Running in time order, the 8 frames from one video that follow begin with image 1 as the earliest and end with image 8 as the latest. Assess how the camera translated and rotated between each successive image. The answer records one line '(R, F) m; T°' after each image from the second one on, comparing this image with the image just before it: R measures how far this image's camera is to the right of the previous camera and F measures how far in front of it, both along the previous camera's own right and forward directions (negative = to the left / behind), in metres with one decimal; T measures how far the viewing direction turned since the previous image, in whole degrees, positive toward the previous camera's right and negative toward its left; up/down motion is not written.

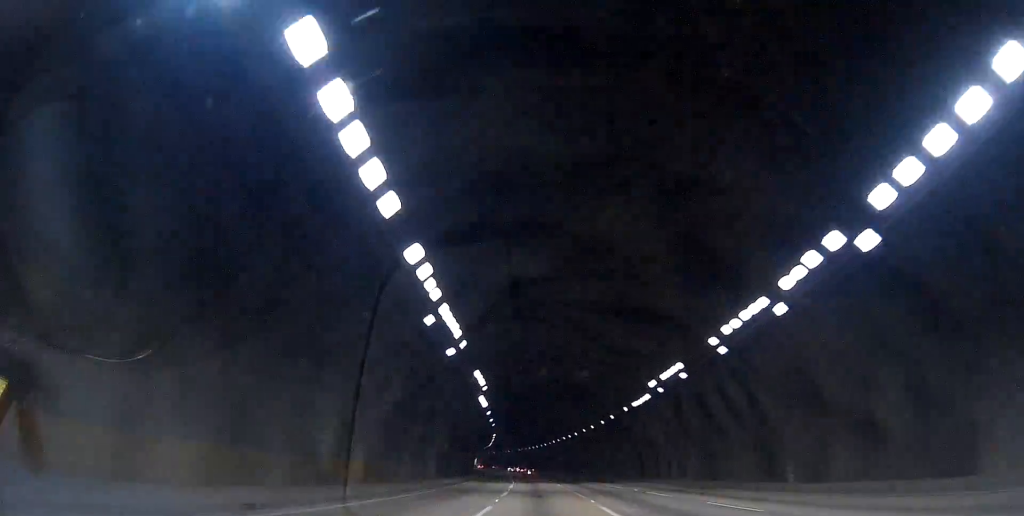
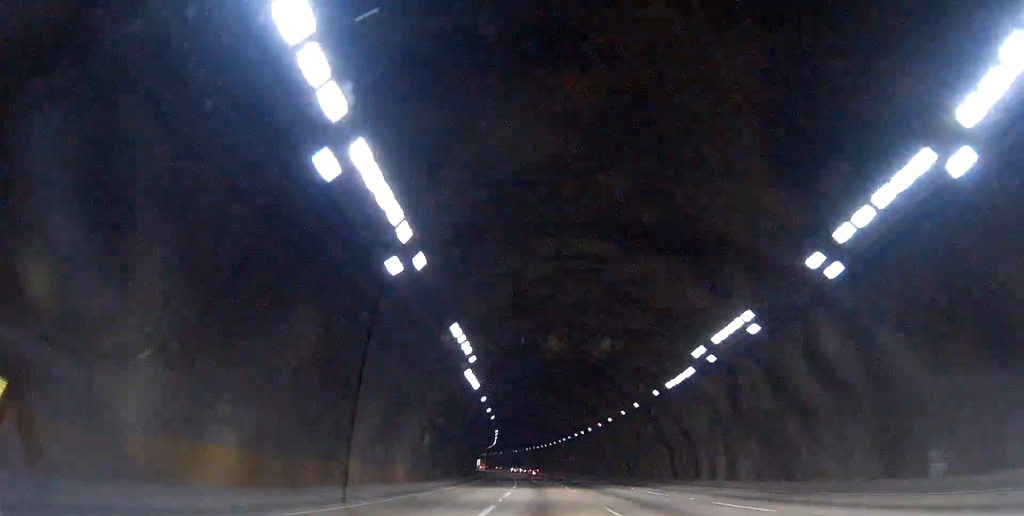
(0.0, +11.2) m; 0°
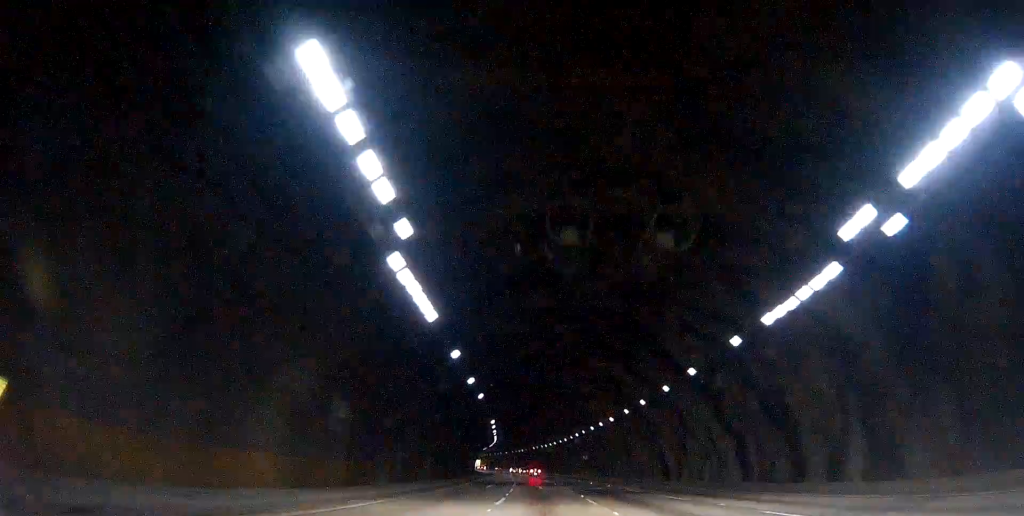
(-0.4, +16.9) m; 0°
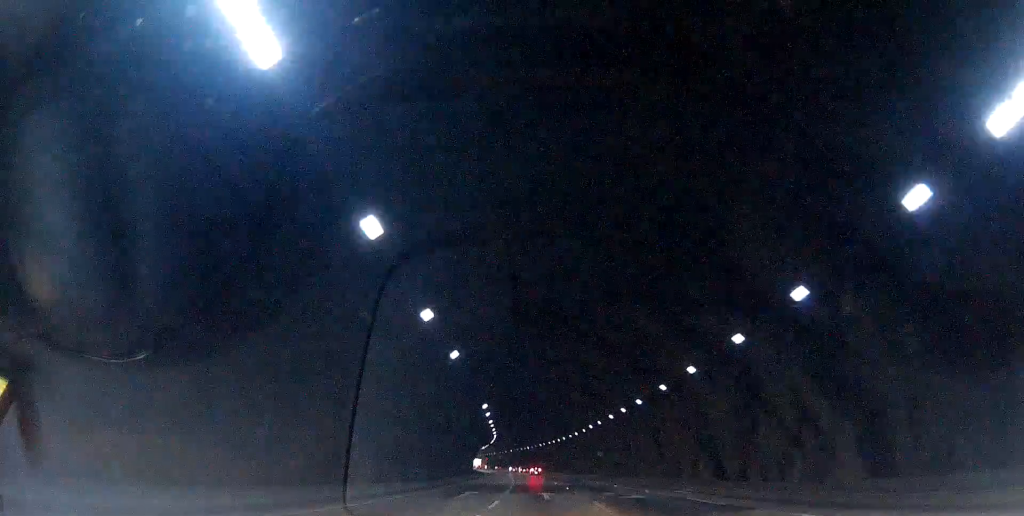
(+0.5, +14.1) m; +1°
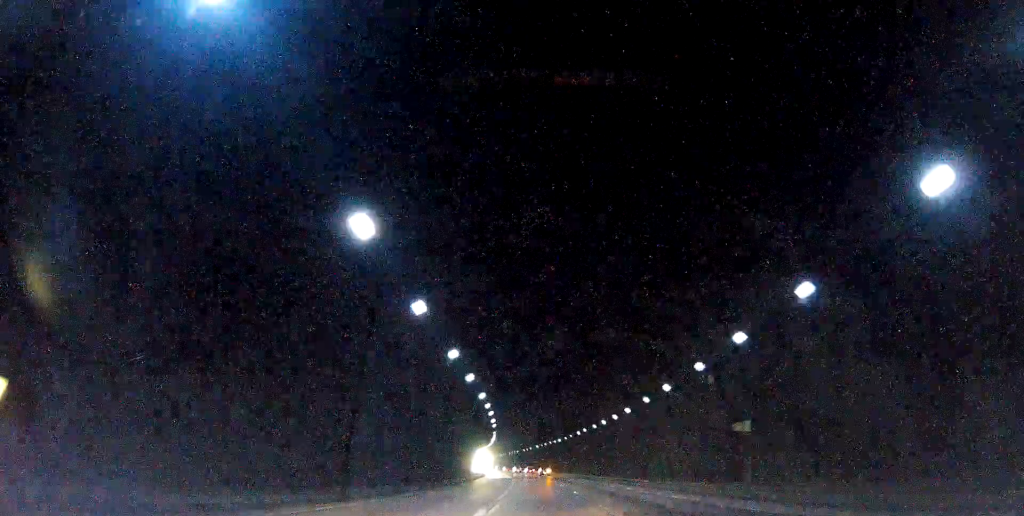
(-0.2, +49.0) m; -1°
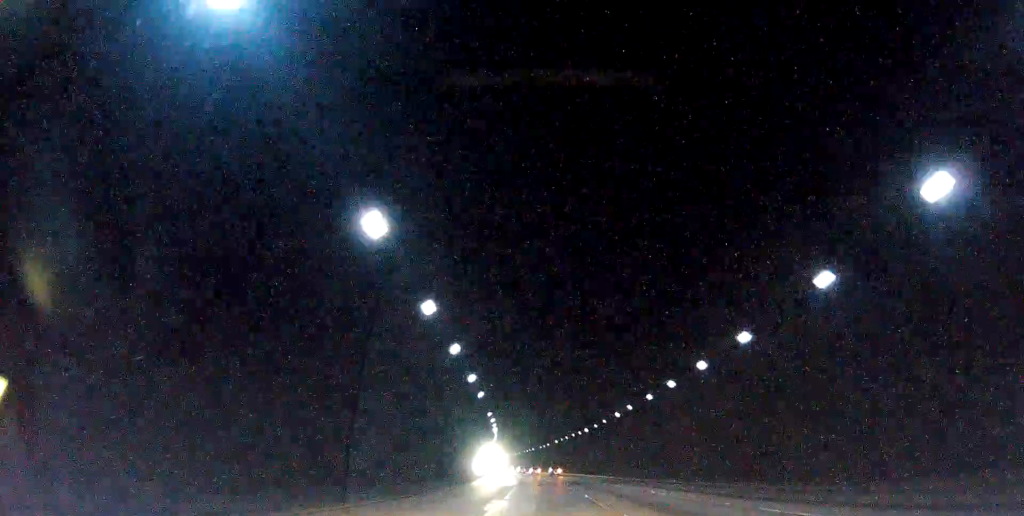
(0.0, +27.2) m; +1°
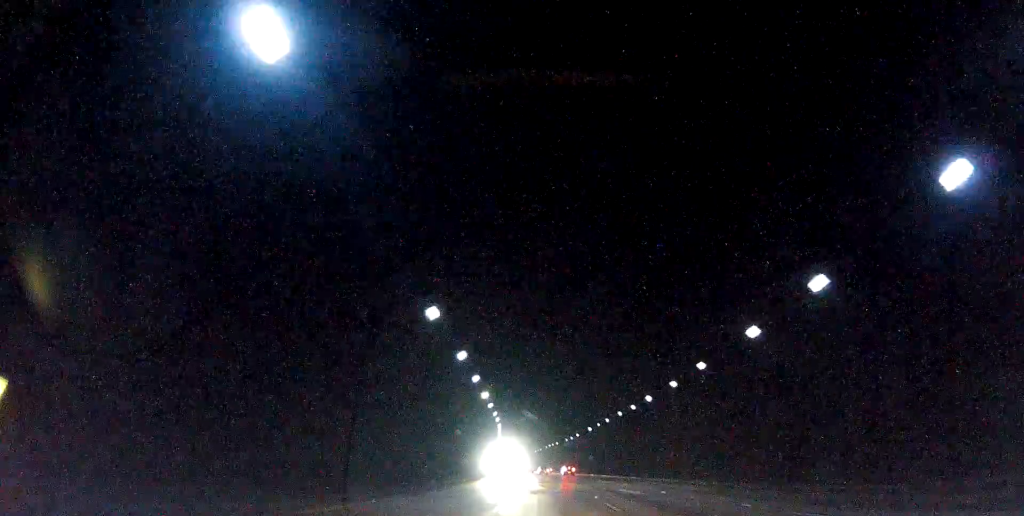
(+0.7, +32.2) m; +1°
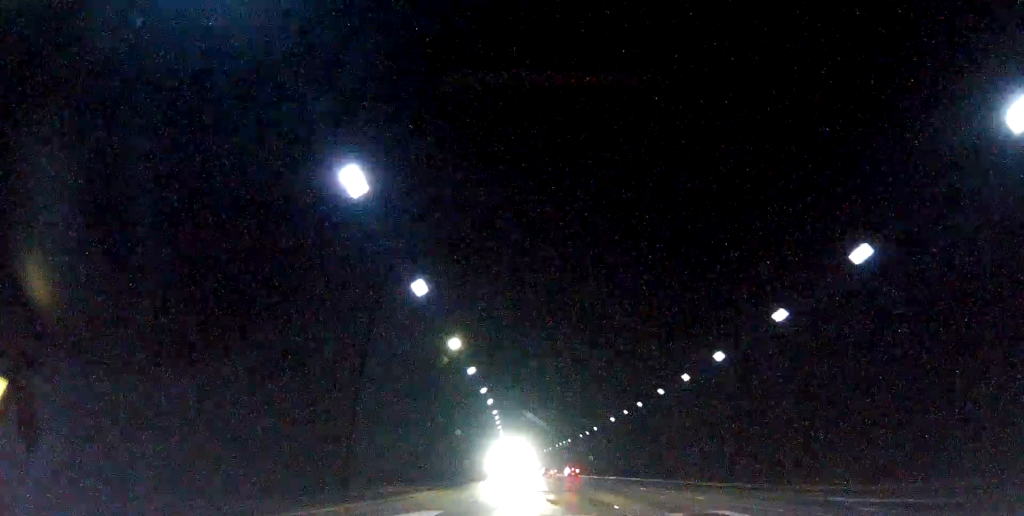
(-0.1, +15.8) m; -1°
